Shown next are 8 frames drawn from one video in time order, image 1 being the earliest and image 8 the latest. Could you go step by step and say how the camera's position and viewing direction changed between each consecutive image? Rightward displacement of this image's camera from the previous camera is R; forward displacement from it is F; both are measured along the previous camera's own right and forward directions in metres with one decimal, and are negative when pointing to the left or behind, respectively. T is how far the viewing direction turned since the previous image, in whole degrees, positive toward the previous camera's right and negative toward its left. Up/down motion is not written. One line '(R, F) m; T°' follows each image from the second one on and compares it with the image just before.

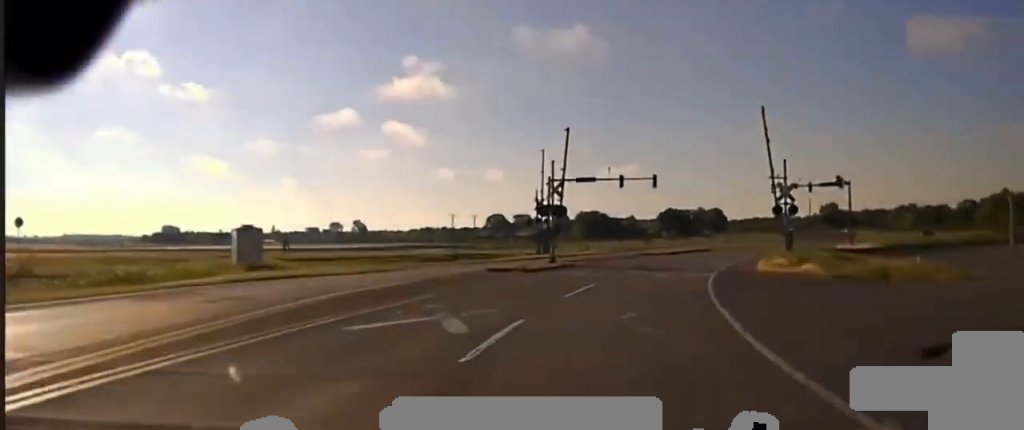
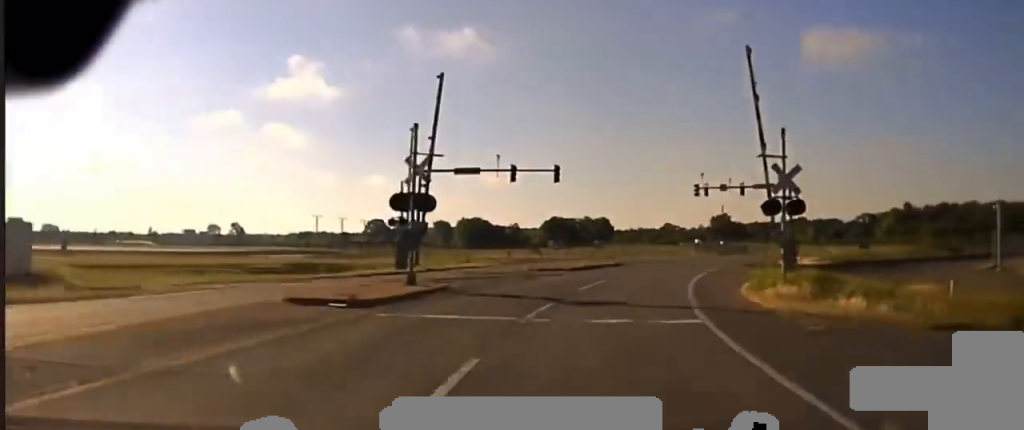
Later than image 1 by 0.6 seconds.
(+0.5, +14.9) m; +5°
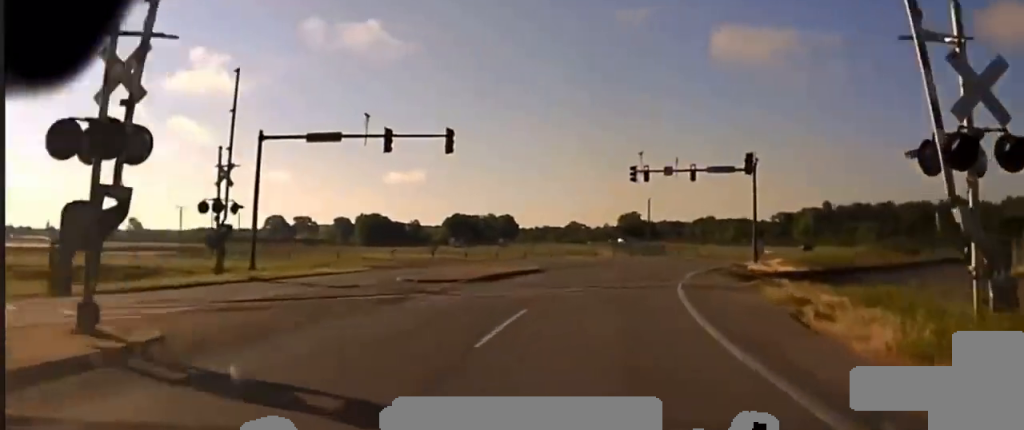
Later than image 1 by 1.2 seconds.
(+0.5, +16.3) m; +6°
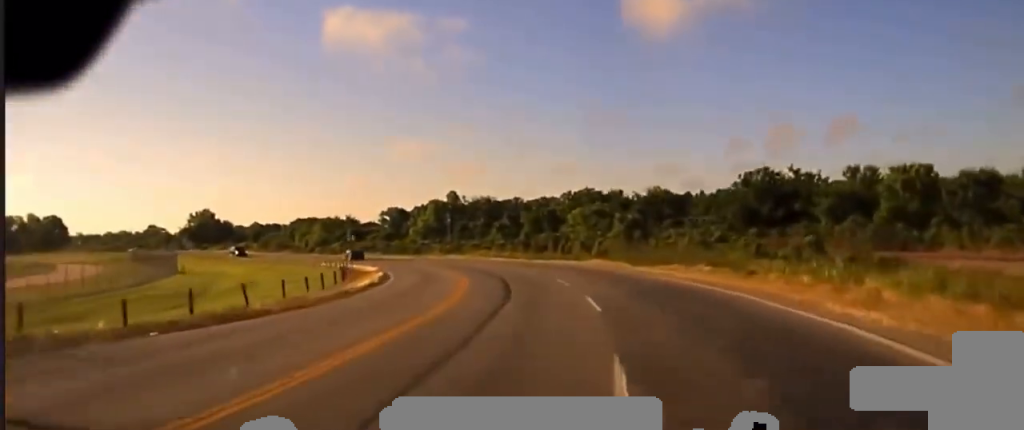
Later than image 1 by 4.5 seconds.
(+30.1, +92.1) m; +28°
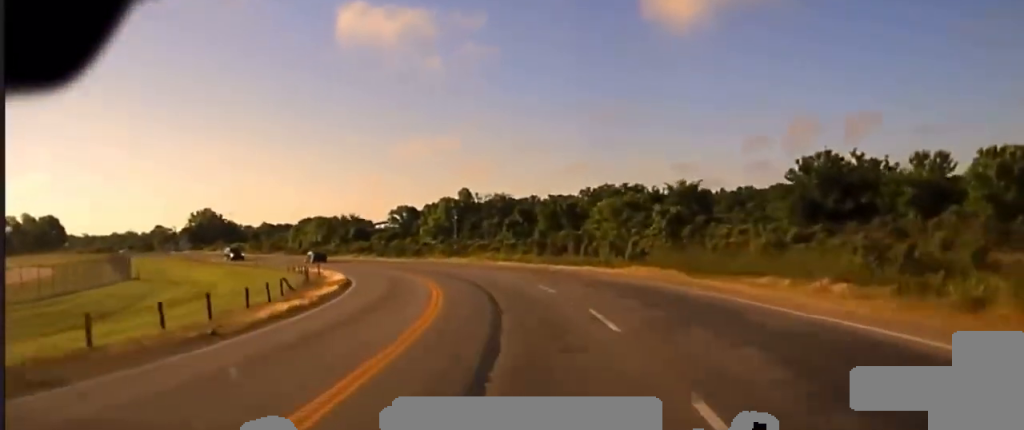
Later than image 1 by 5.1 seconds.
(+0.2, +15.6) m; 0°
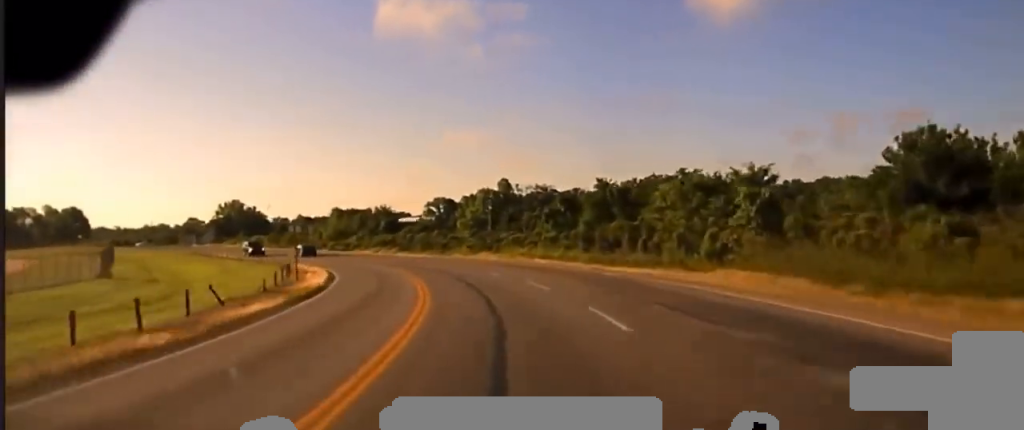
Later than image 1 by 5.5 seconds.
(+0.1, +13.1) m; -1°
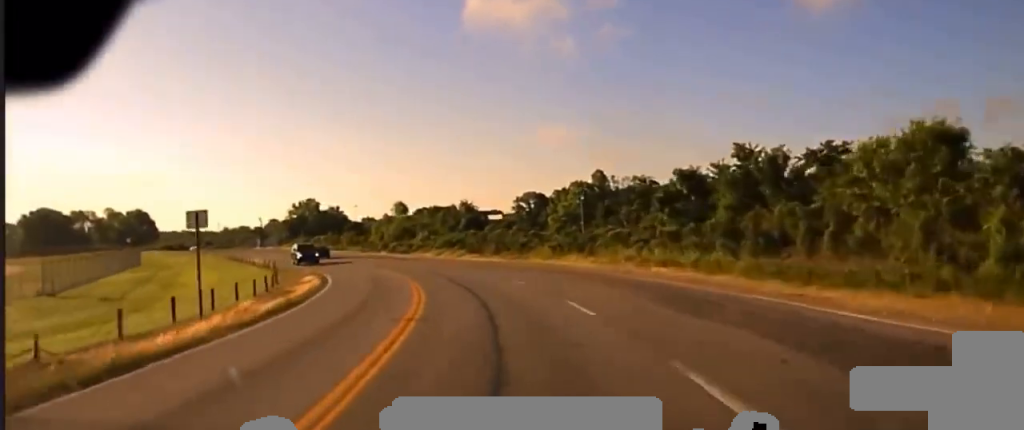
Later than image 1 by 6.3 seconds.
(-0.1, +18.5) m; -4°
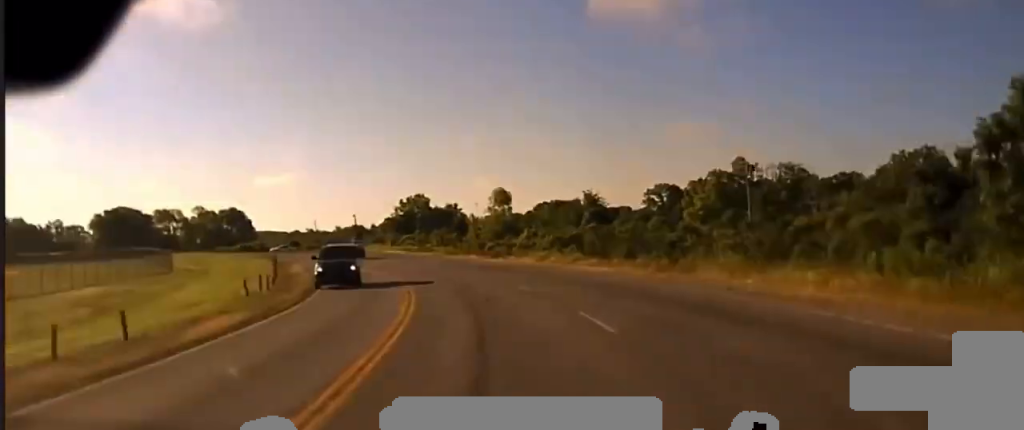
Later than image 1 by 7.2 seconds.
(-1.5, +23.5) m; -7°
